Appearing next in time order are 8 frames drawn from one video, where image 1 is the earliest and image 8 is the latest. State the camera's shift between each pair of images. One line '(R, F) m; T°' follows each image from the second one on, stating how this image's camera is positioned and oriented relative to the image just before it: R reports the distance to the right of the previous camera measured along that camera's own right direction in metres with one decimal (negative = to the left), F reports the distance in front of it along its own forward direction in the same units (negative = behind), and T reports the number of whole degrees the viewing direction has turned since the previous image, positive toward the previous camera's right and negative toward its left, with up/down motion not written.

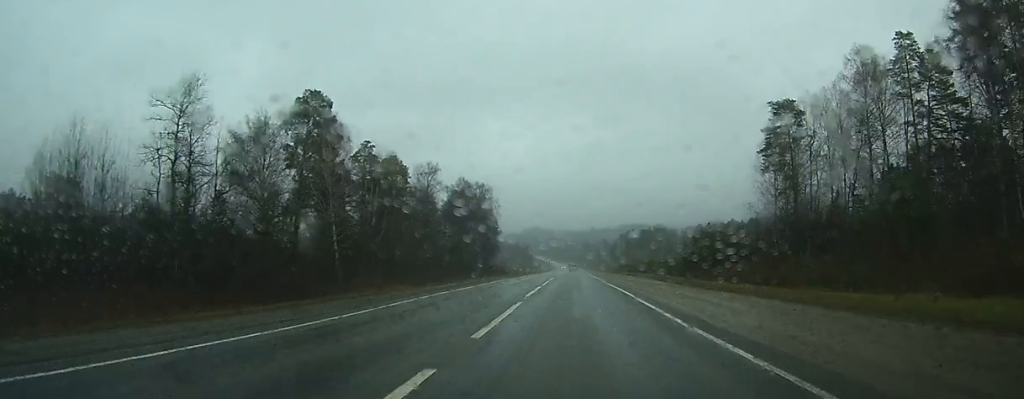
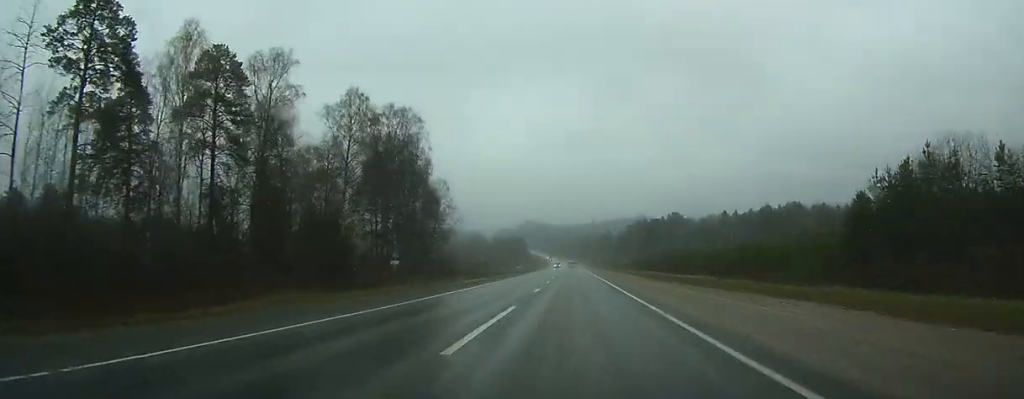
(+0.3, +73.5) m; 0°
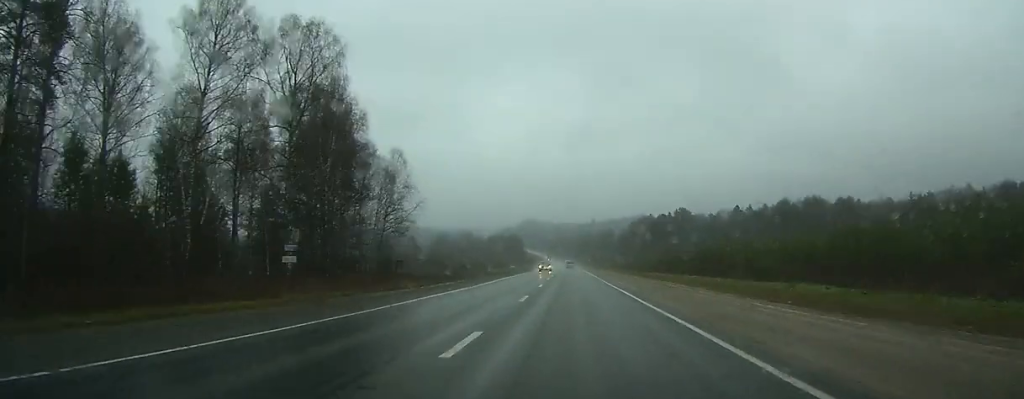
(0.0, +30.3) m; 0°
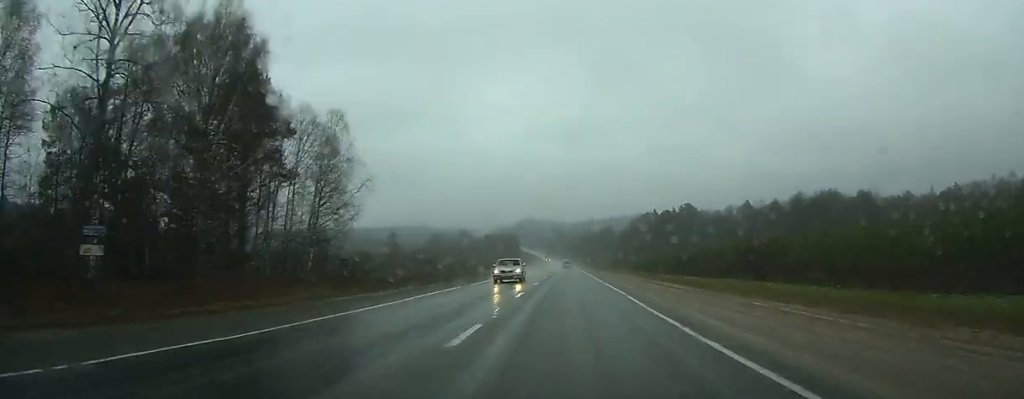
(+0.1, +22.7) m; 0°
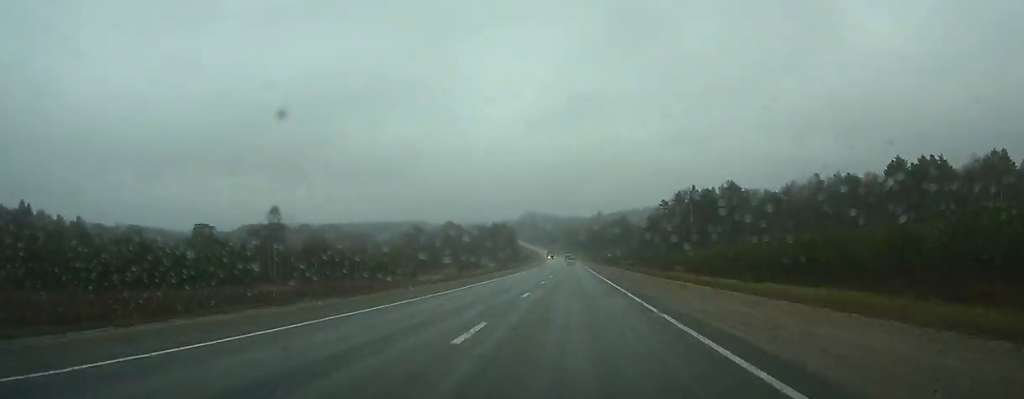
(-0.8, +83.1) m; -1°
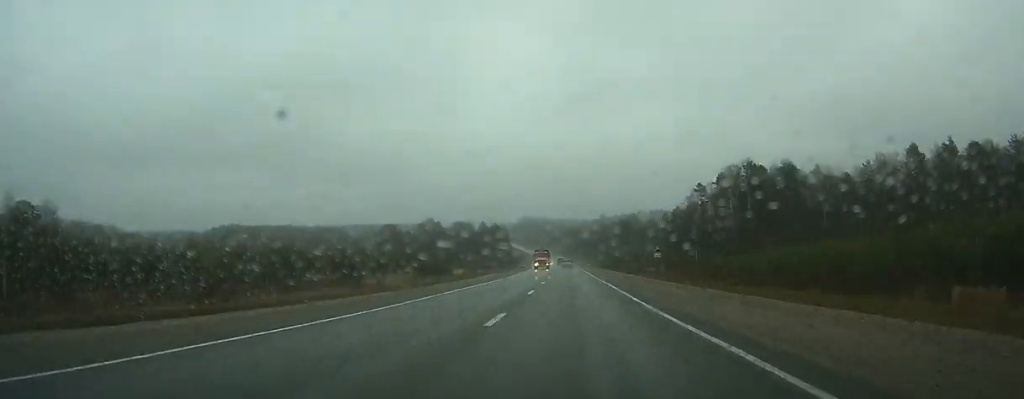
(-0.2, +69.5) m; 0°
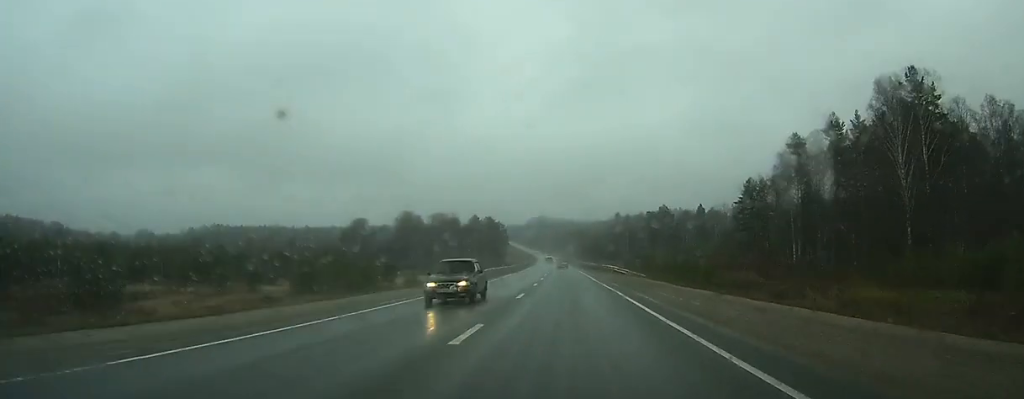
(0.0, +75.2) m; 0°
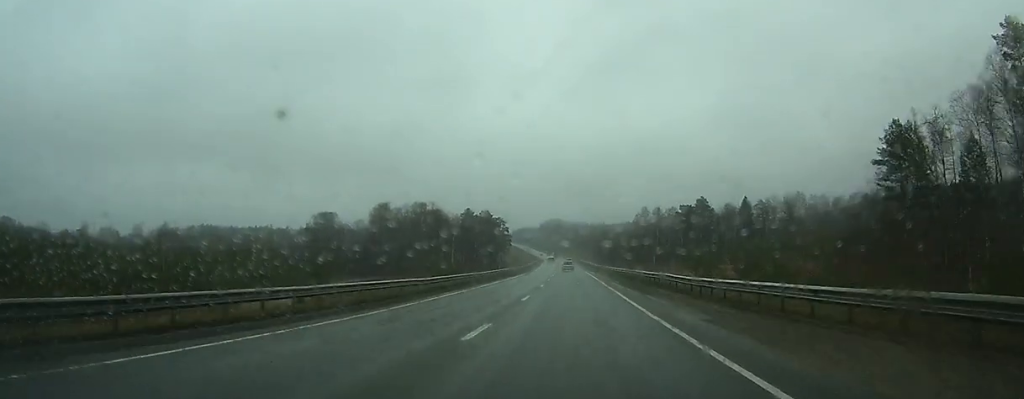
(-0.4, +58.9) m; -1°
